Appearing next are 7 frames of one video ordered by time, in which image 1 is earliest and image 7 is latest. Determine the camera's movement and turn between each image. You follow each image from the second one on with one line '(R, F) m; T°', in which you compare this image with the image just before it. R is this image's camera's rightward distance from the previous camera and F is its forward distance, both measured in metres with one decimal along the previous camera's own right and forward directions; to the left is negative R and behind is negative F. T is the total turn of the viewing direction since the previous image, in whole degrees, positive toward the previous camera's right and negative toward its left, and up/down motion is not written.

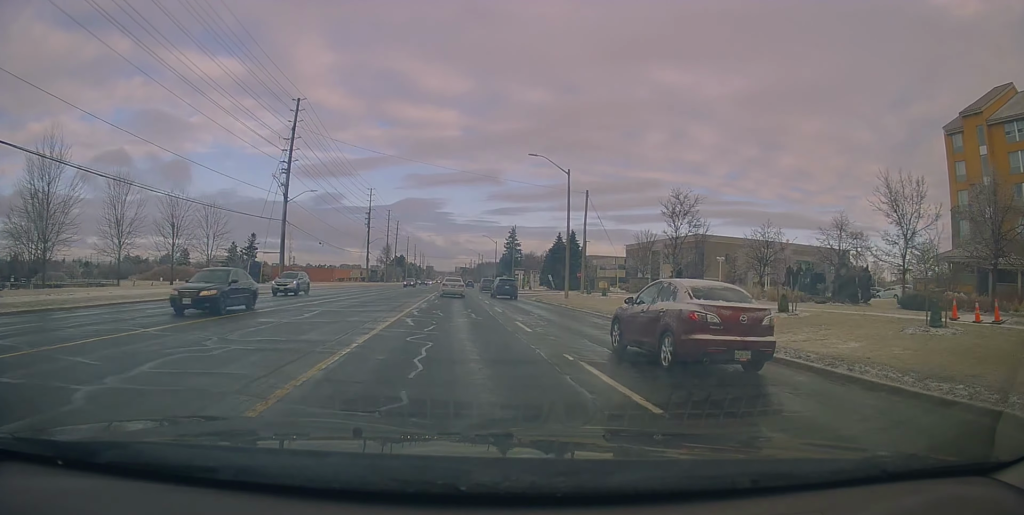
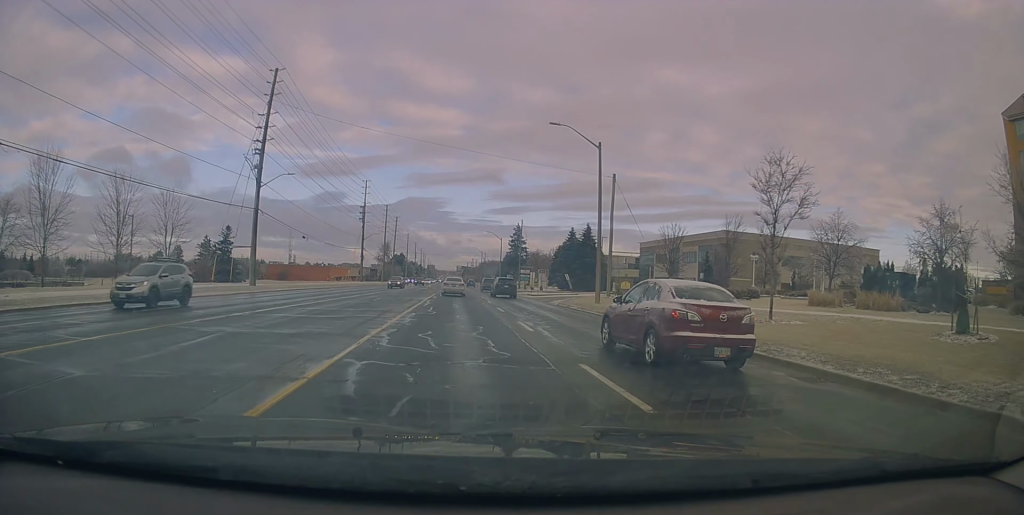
(0.0, +9.0) m; 0°
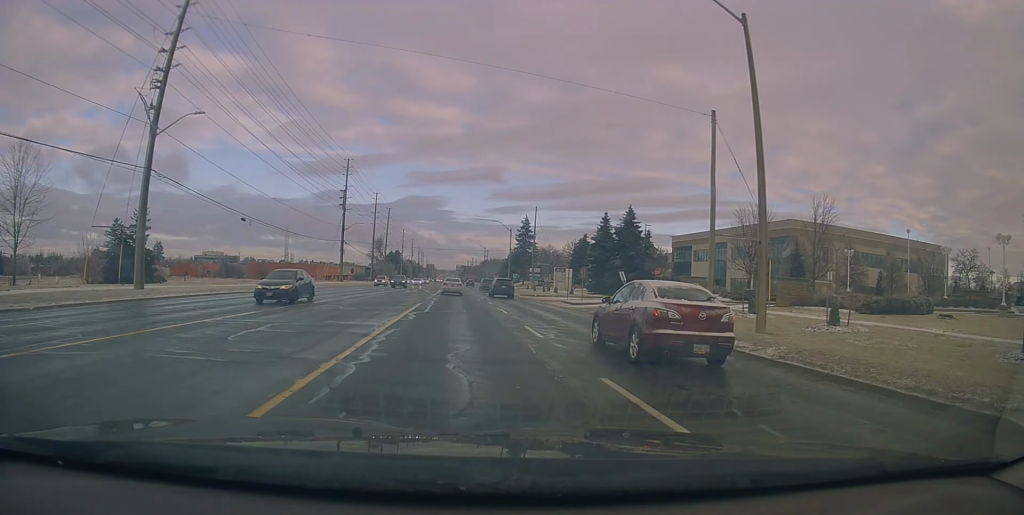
(+0.5, +18.6) m; +1°
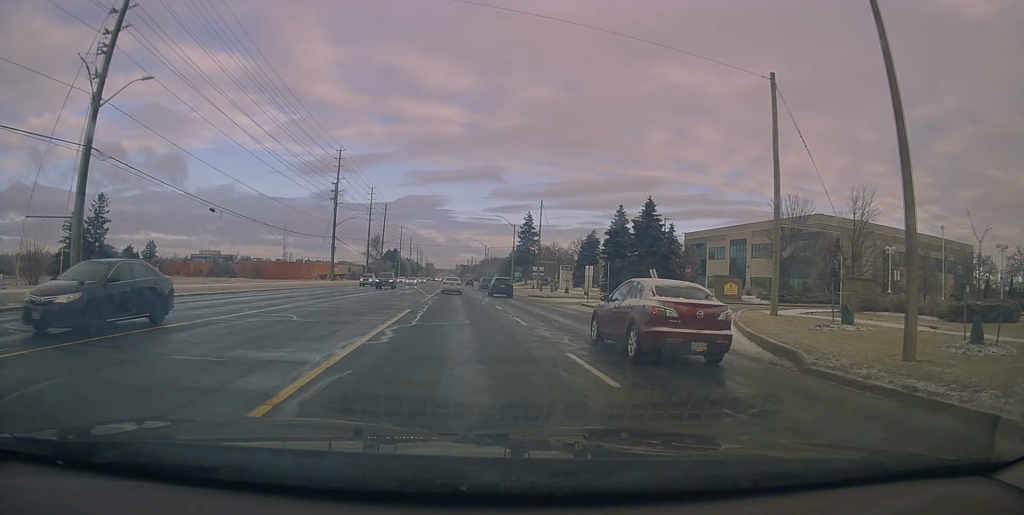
(+0.2, +6.0) m; -1°
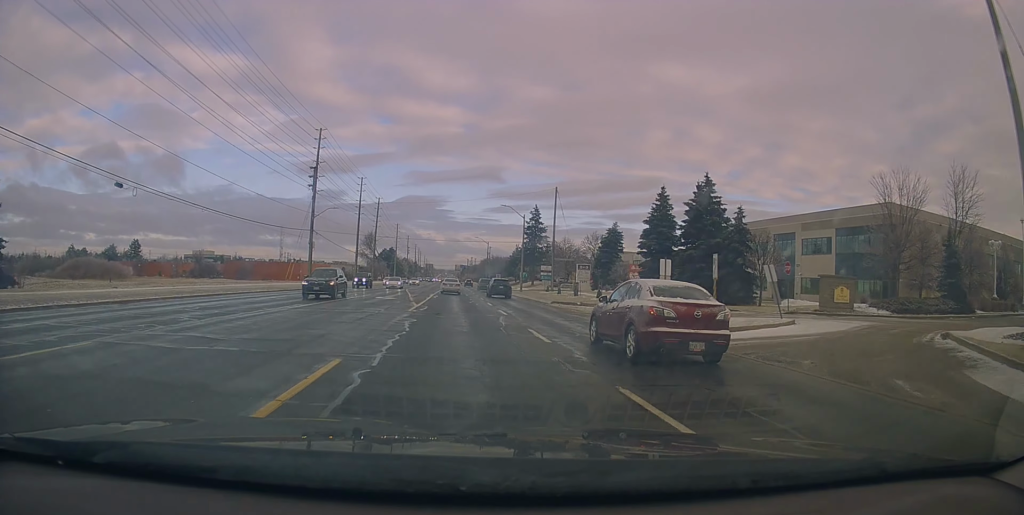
(-0.6, +12.2) m; -1°
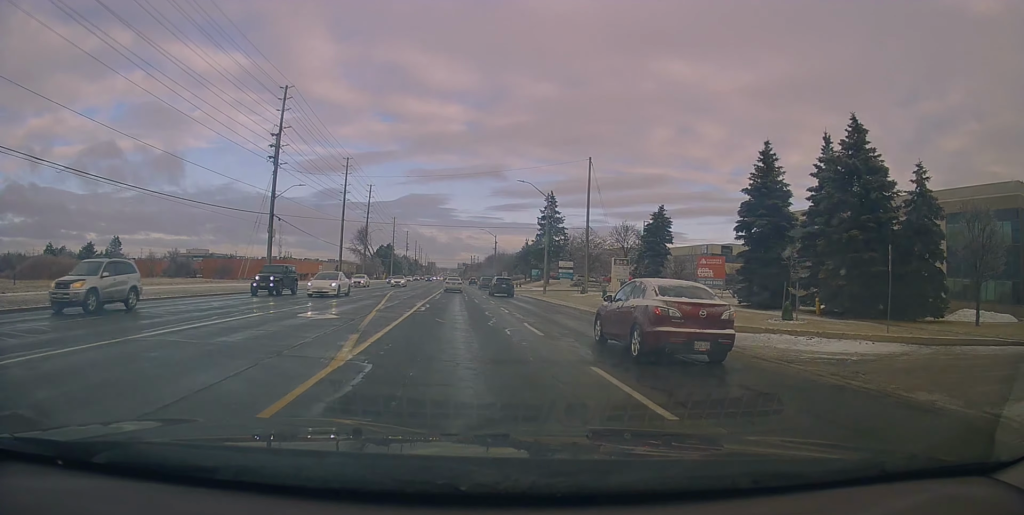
(+0.3, +16.5) m; +1°
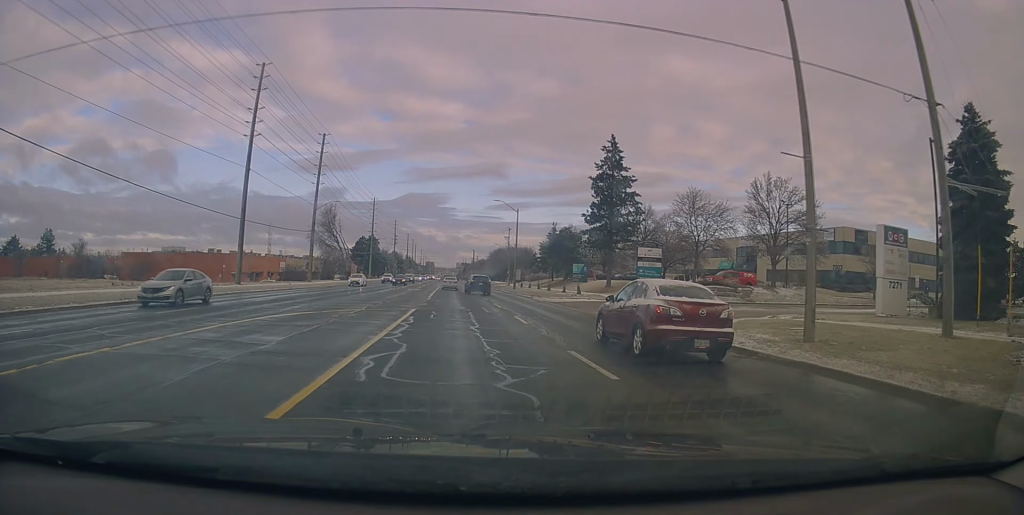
(-0.3, +42.2) m; -1°
